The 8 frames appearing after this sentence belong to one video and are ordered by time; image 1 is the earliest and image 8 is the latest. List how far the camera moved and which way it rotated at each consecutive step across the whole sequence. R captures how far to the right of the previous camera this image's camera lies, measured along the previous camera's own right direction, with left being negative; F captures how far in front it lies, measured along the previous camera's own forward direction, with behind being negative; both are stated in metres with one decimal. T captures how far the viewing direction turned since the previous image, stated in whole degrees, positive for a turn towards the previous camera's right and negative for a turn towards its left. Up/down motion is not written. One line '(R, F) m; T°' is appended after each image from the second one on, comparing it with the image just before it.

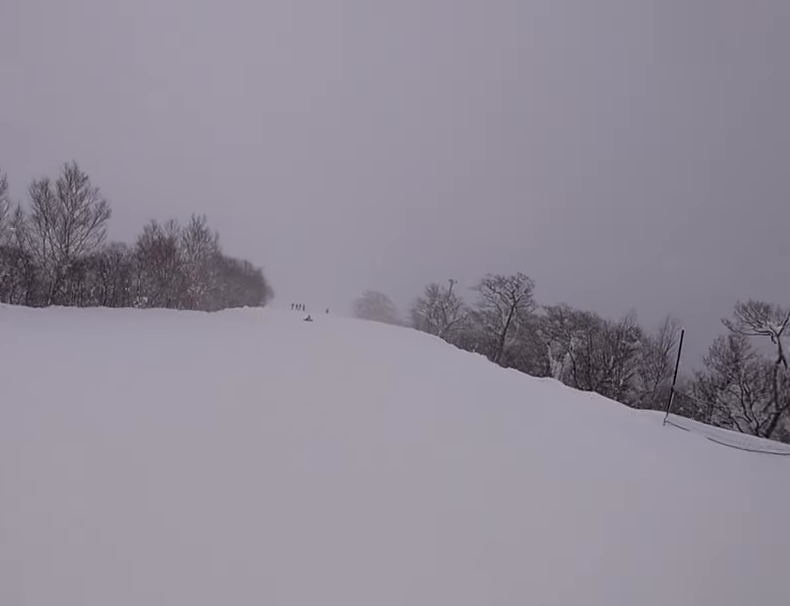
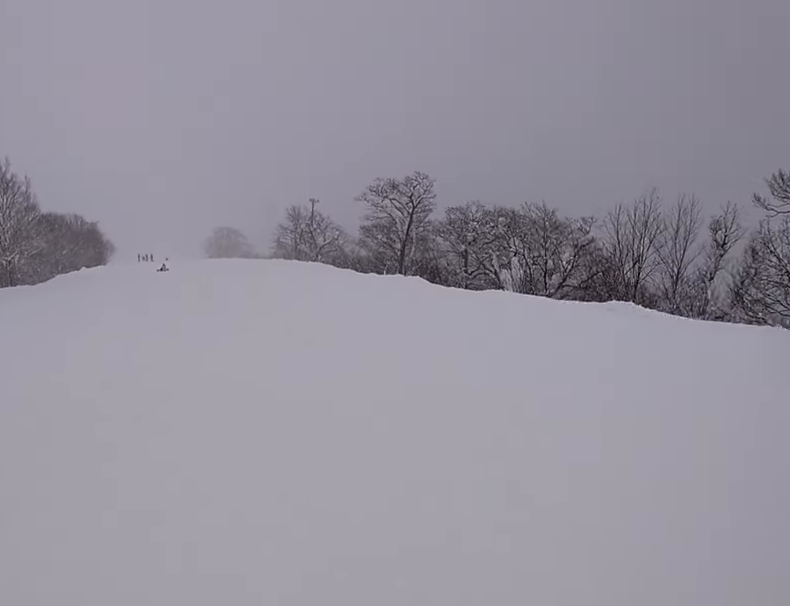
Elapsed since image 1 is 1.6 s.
(0.0, +10.2) m; +8°
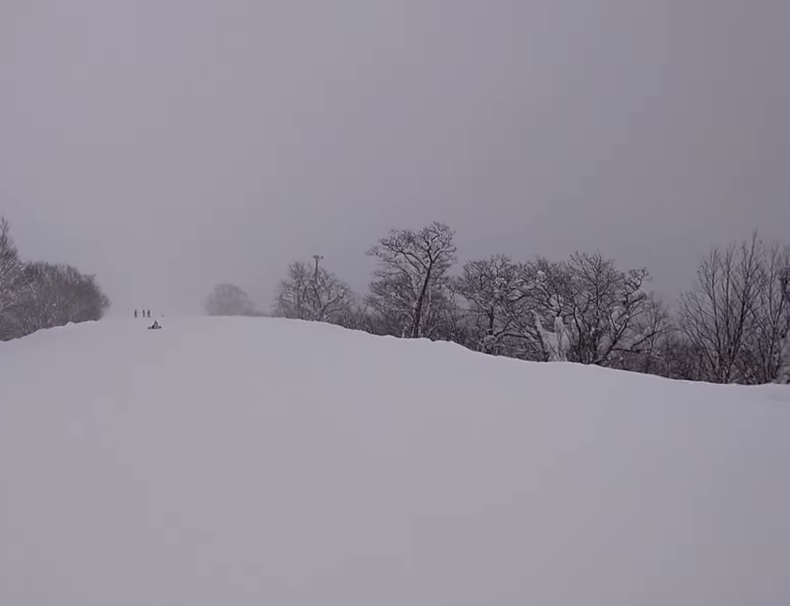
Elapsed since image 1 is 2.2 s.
(+1.2, +4.9) m; 0°
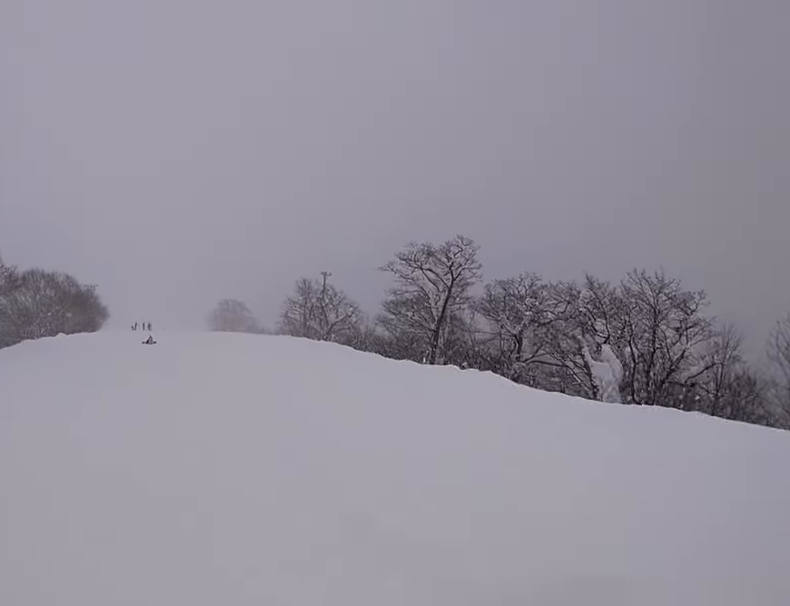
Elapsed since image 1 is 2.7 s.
(-0.7, +3.7) m; -2°
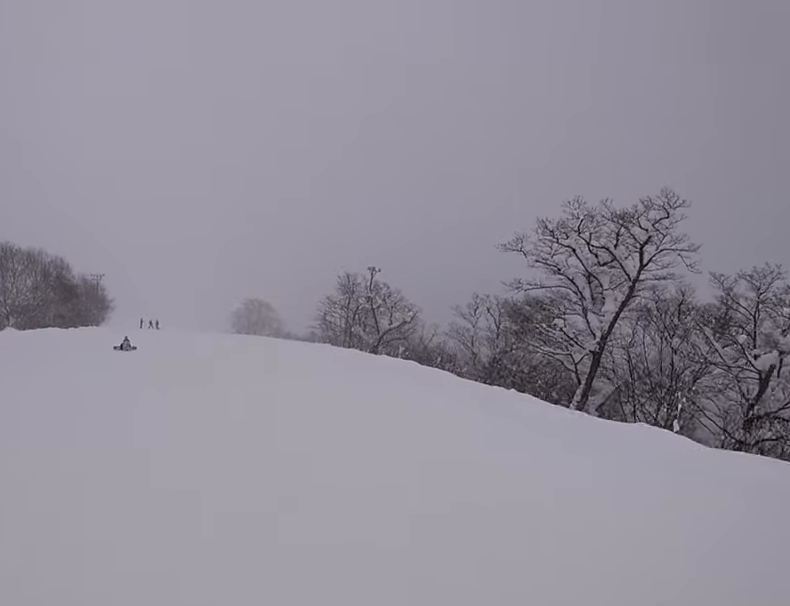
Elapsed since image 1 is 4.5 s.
(+0.1, +15.5) m; +5°
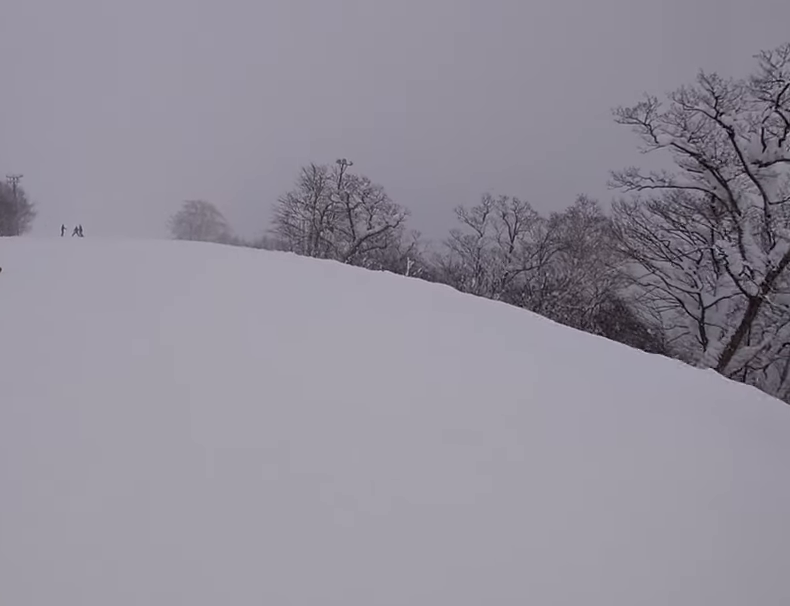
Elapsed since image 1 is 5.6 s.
(0.0, +10.1) m; 0°
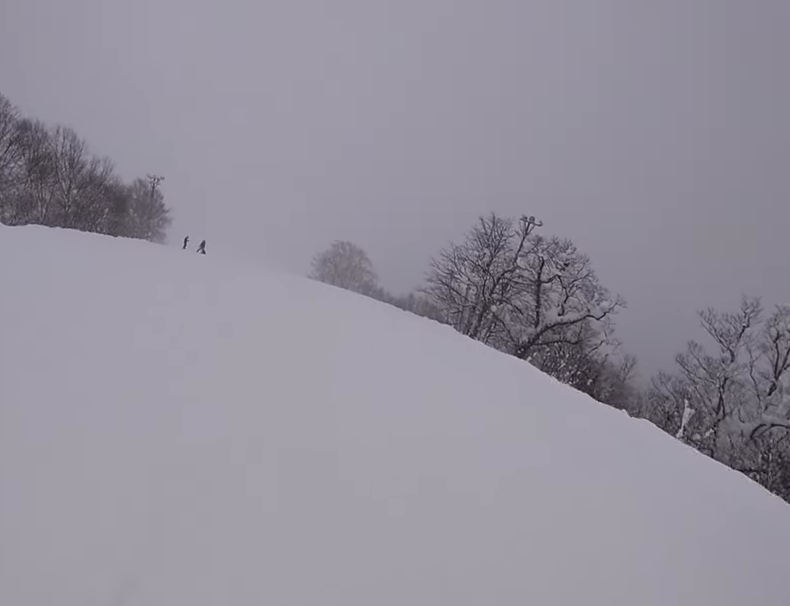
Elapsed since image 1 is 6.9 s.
(0.0, +11.8) m; -7°
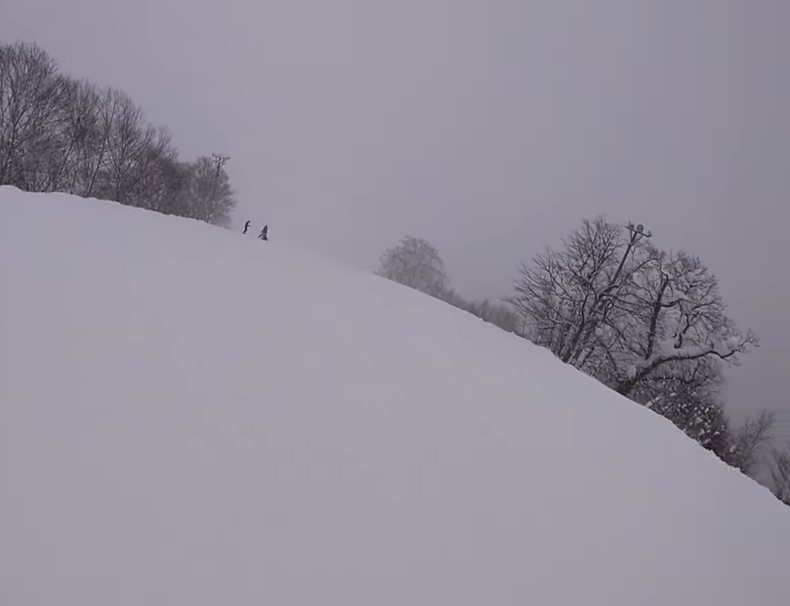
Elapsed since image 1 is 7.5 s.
(0.0, +4.9) m; -6°
